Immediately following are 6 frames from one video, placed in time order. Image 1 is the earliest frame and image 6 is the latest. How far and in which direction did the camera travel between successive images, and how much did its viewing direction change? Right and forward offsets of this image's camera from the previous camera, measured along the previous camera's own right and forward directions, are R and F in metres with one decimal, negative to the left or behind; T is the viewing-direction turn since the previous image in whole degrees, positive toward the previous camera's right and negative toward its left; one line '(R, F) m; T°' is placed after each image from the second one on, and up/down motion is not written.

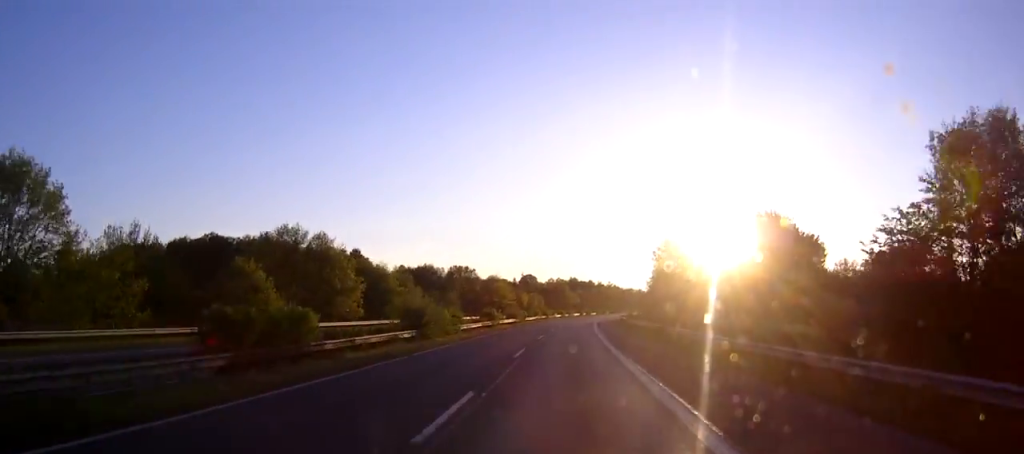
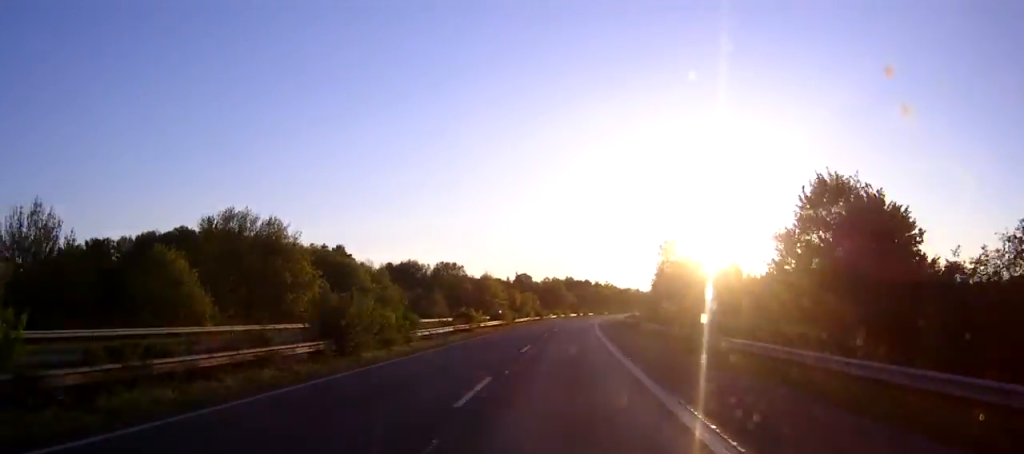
(0.0, +13.7) m; 0°
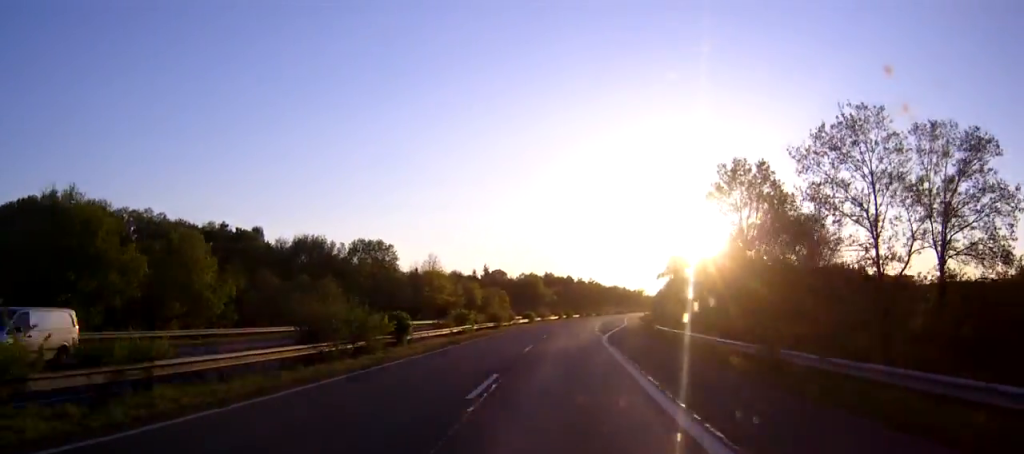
(+0.5, +51.6) m; +1°
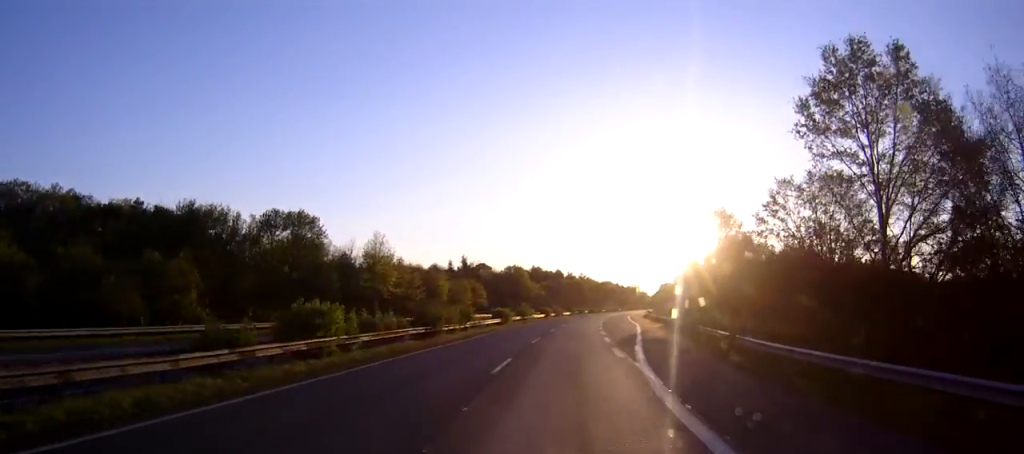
(+0.3, +30.5) m; +1°
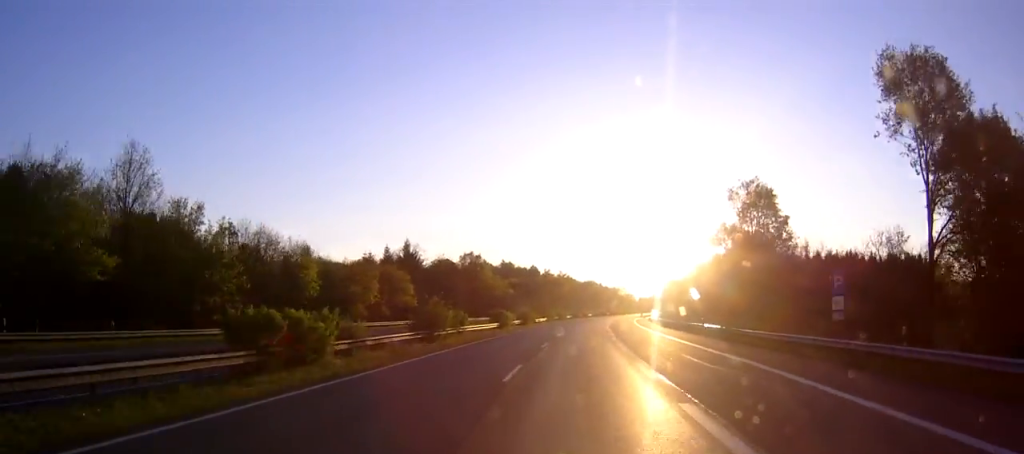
(+0.8, +54.8) m; +2°
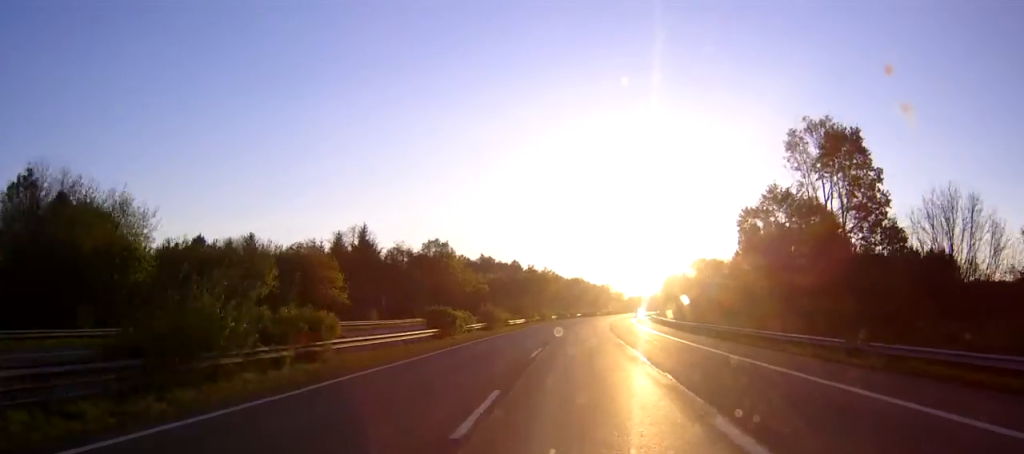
(+0.2, +26.1) m; +1°
